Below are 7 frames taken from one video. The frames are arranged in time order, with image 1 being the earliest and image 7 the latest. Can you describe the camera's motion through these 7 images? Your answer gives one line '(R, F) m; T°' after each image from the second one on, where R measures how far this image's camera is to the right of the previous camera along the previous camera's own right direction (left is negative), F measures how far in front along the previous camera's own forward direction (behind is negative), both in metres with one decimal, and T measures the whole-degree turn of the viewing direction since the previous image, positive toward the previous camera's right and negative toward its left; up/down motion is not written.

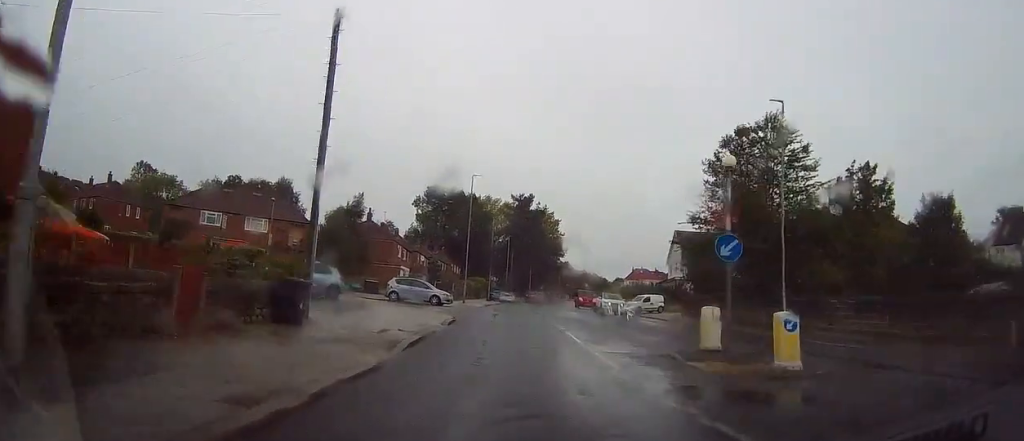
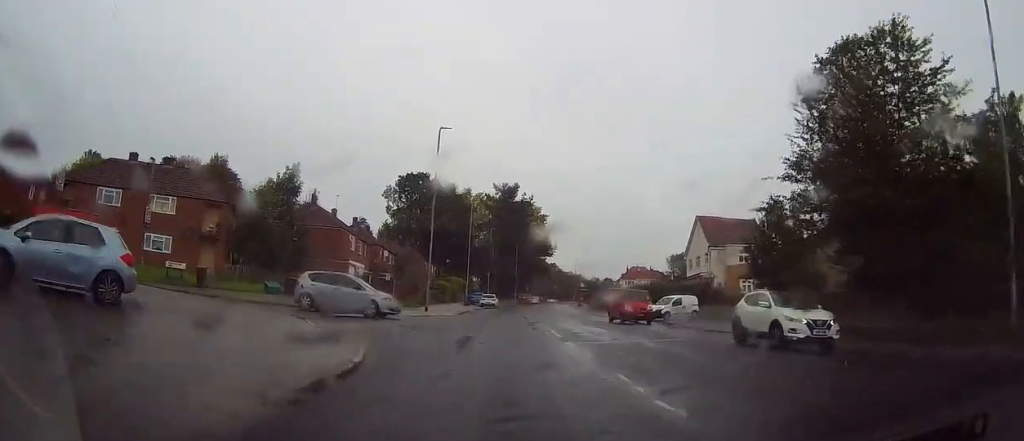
(0.0, +16.2) m; +2°
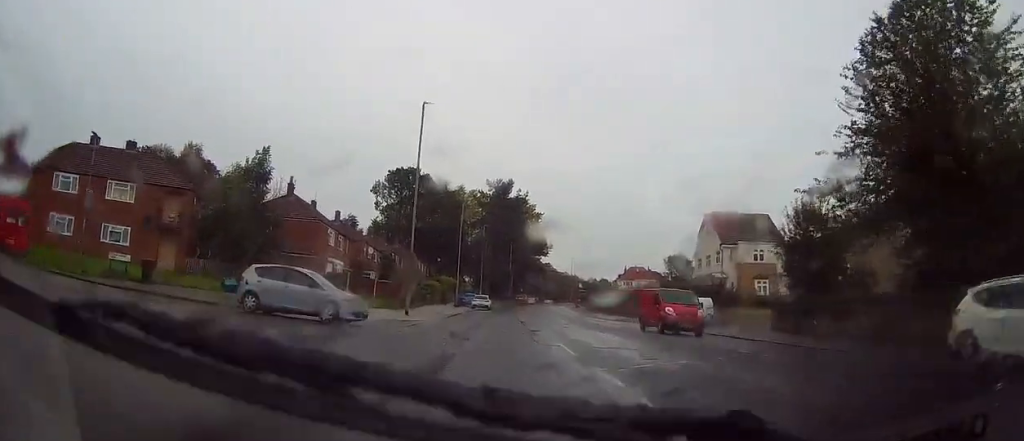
(0.0, +5.3) m; 0°
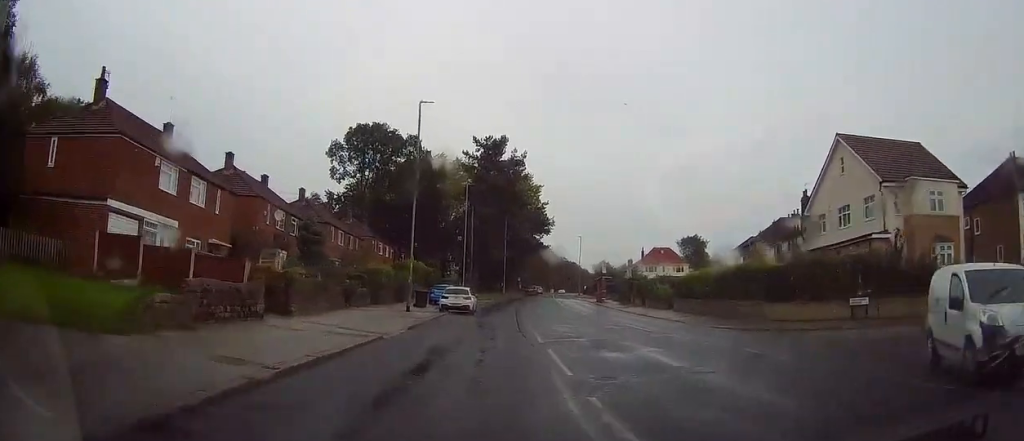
(-0.1, +27.6) m; 0°
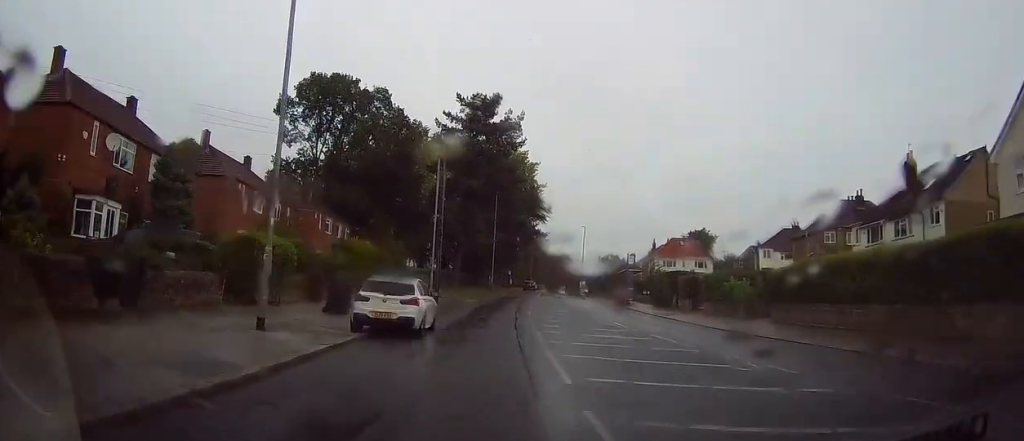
(+0.6, +19.2) m; +2°
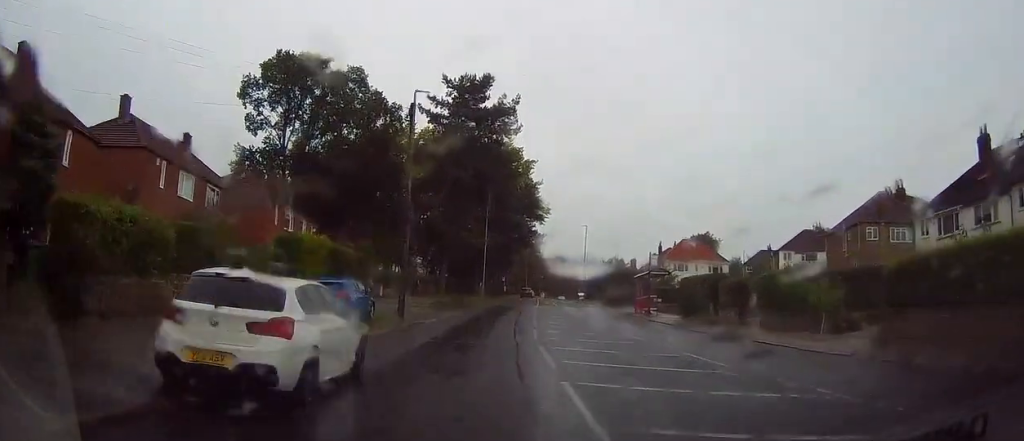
(-0.1, +9.4) m; 0°
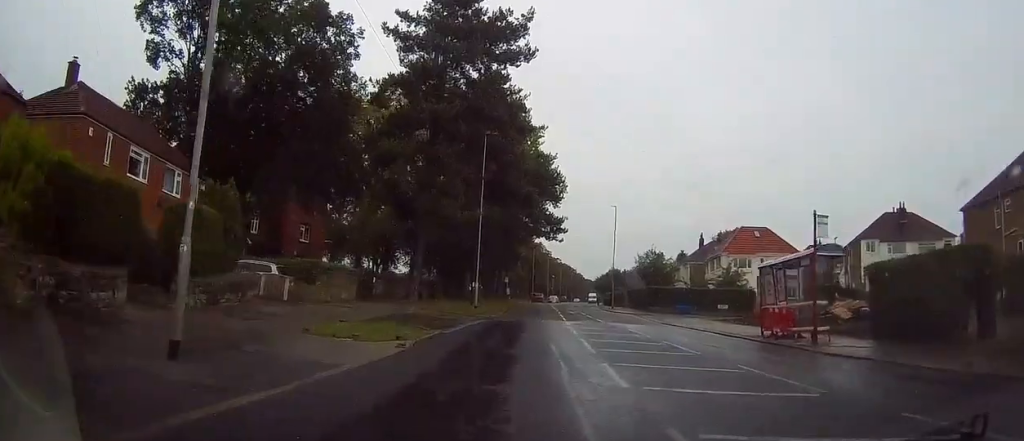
(+0.1, +21.5) m; 0°
